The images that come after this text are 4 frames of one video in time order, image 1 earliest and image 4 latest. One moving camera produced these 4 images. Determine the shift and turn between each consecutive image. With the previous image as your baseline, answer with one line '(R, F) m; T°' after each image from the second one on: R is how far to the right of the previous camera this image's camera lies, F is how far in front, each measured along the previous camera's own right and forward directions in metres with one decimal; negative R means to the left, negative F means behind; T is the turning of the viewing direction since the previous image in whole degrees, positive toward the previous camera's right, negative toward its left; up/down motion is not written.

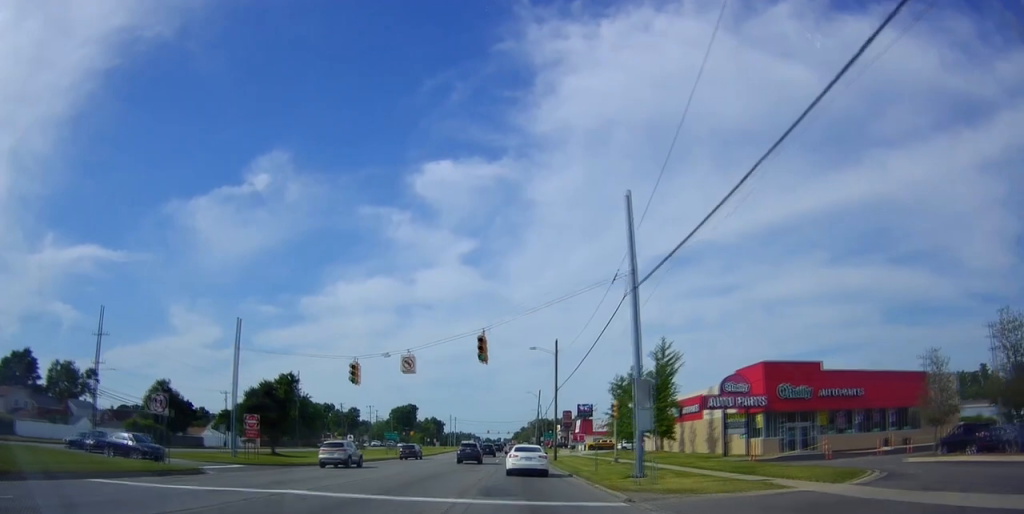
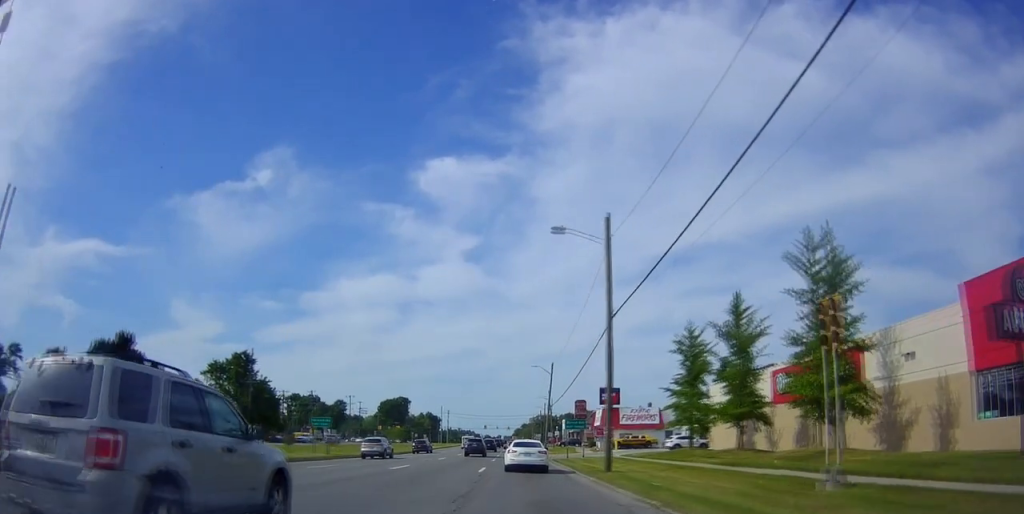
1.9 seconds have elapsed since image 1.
(0.0, +28.0) m; -1°
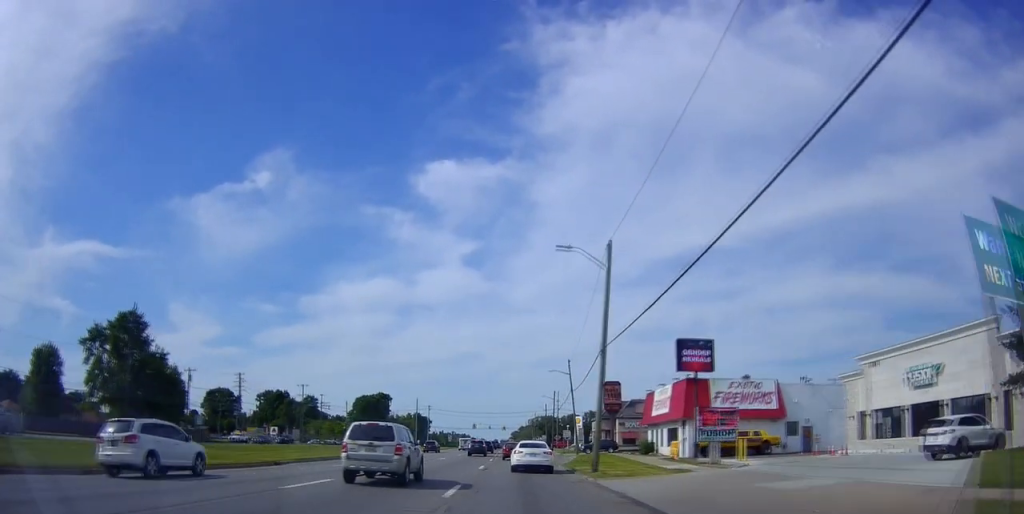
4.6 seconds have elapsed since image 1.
(+2.2, +41.9) m; +4°
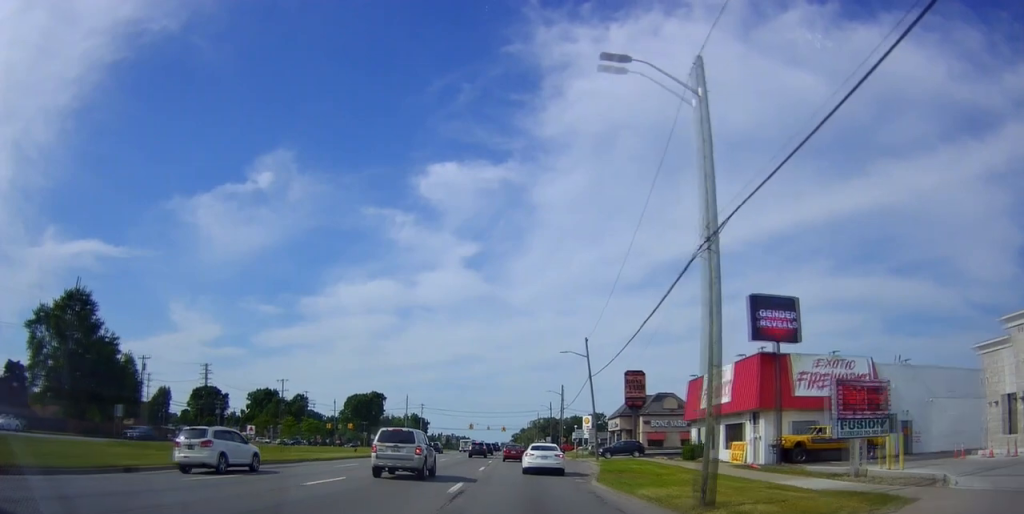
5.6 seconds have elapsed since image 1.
(-0.3, +14.6) m; -3°
